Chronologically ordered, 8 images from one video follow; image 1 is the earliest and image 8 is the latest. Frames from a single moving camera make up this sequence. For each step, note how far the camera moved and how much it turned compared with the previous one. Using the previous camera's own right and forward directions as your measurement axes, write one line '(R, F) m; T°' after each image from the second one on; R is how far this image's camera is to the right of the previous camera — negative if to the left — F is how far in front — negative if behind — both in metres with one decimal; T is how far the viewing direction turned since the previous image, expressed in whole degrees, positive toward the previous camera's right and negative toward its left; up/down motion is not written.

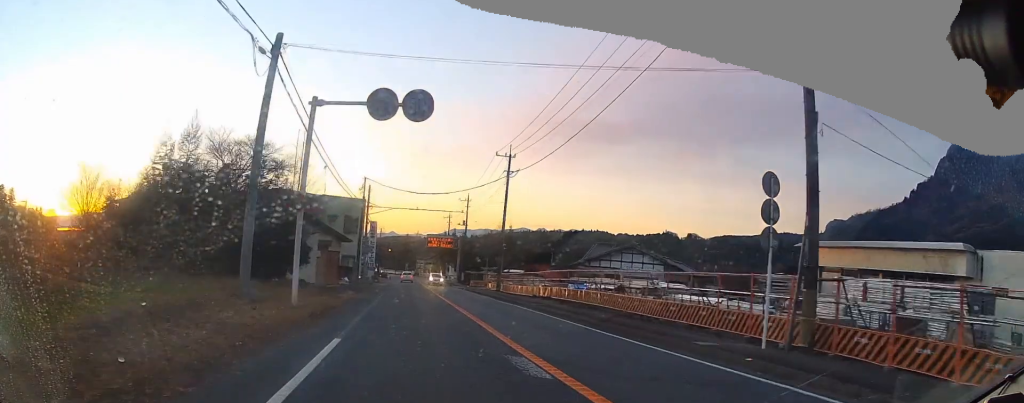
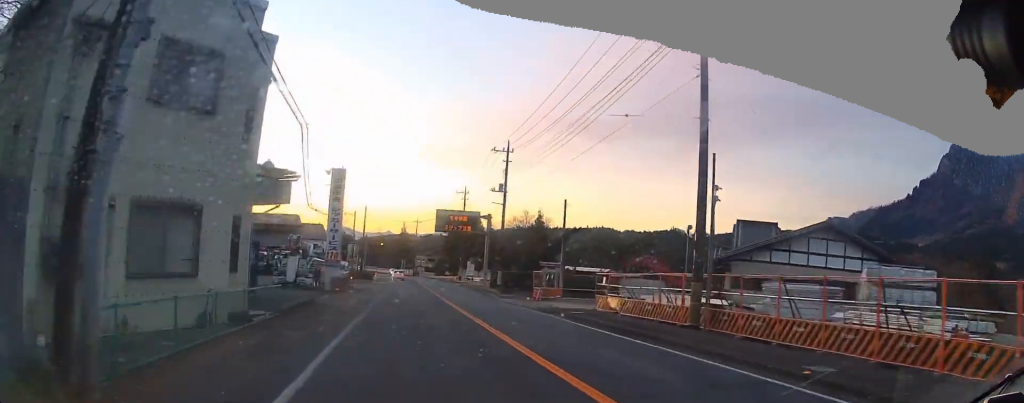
(+1.2, +38.2) m; +1°
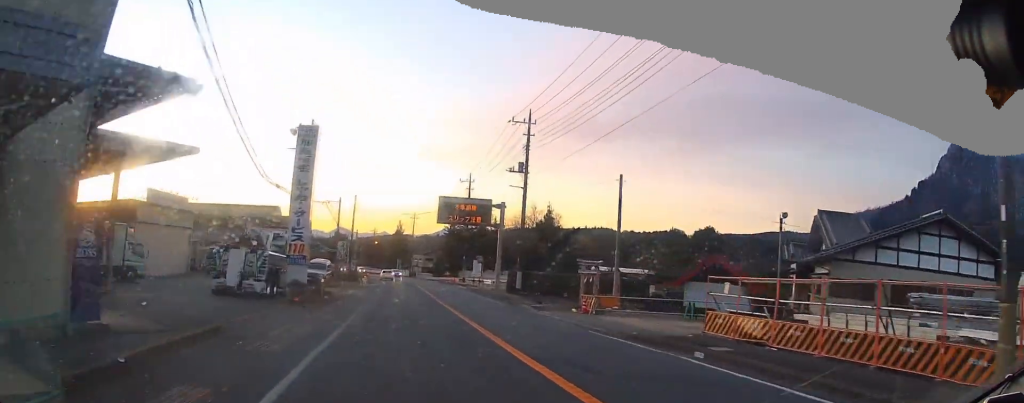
(0.0, +11.3) m; -1°
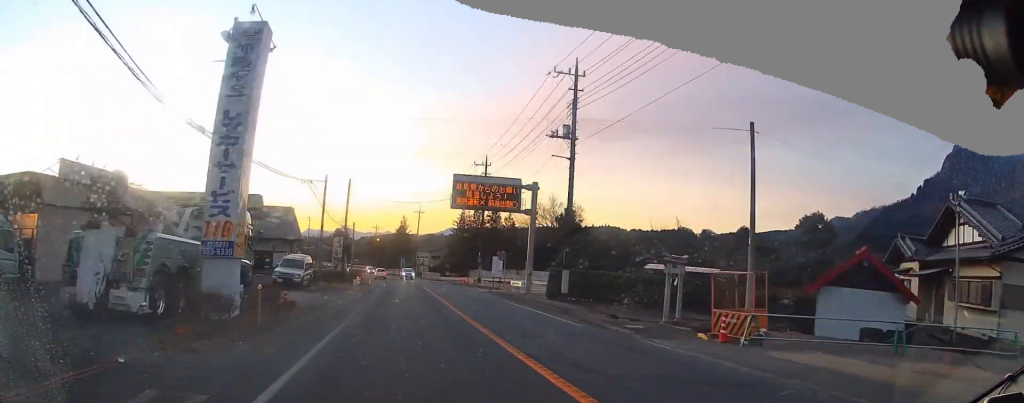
(-0.6, +12.1) m; 0°
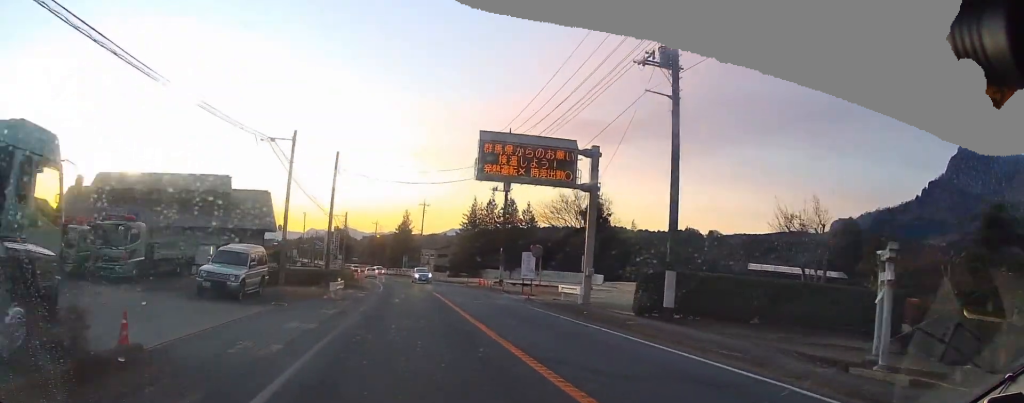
(+0.7, +14.2) m; +1°
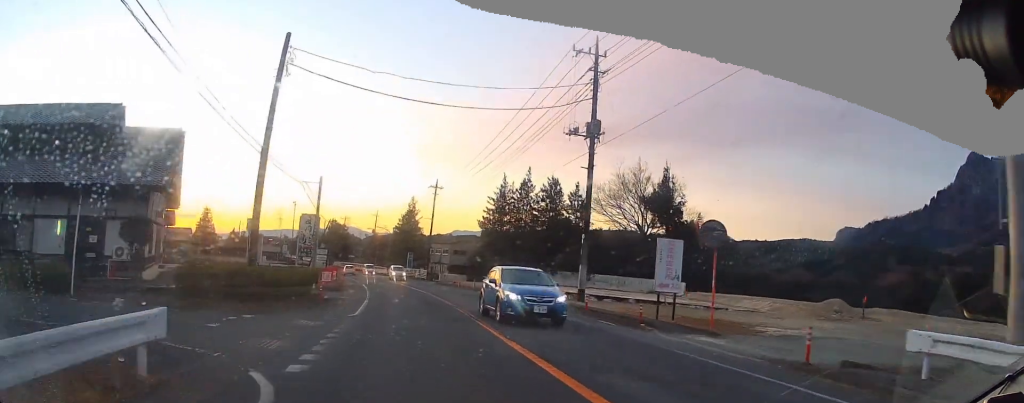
(-0.7, +24.1) m; -4°
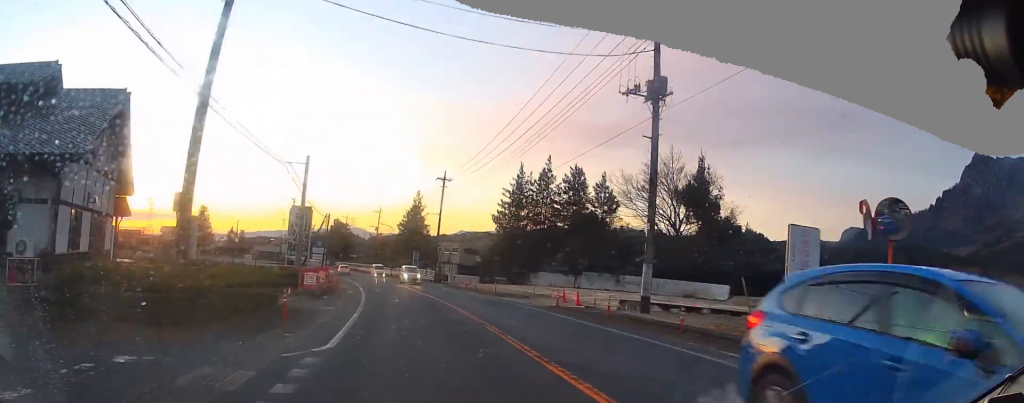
(-0.2, +8.3) m; -1°
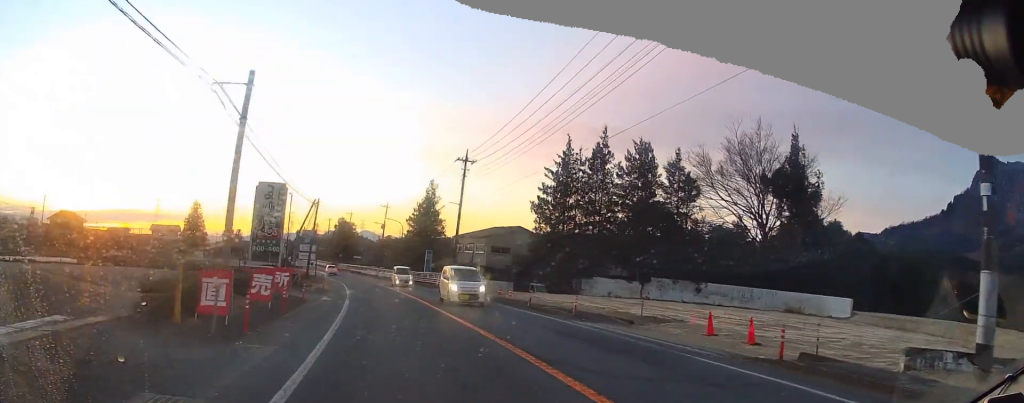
(-0.3, +15.1) m; -1°
